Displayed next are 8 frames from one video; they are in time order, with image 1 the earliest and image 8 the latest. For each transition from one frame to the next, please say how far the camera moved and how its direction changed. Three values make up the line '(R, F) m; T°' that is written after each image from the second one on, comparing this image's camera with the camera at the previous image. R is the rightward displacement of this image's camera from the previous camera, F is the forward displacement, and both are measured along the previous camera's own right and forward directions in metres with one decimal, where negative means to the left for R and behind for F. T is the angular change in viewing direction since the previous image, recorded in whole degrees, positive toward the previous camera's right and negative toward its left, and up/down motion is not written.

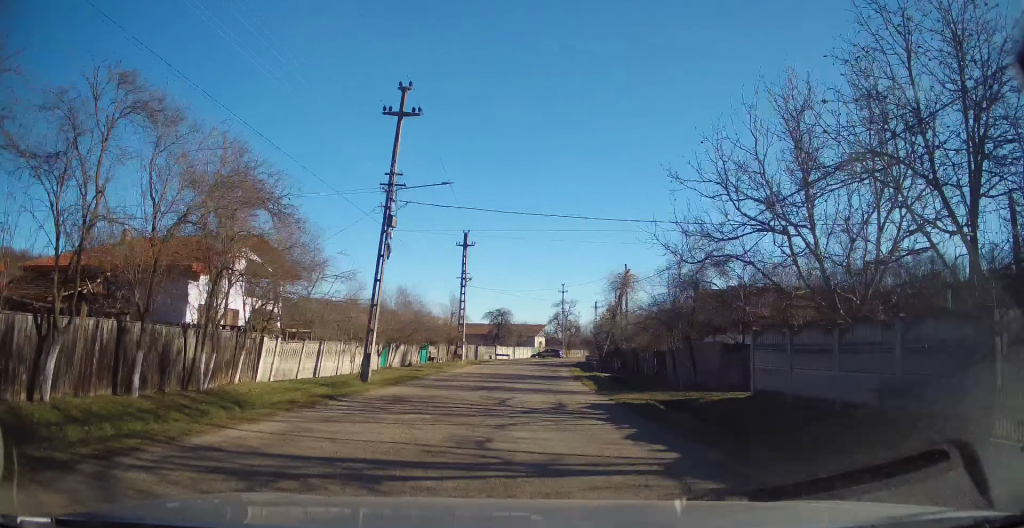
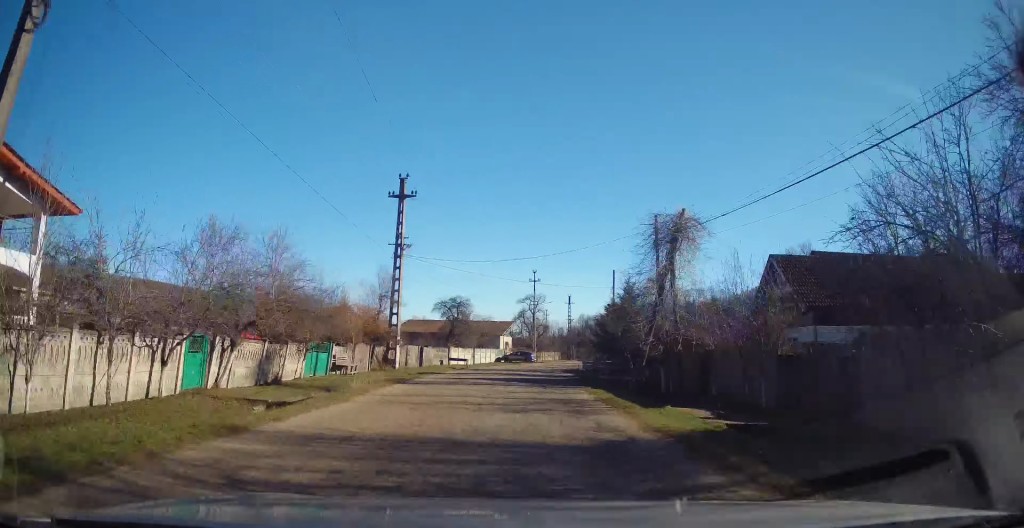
(+0.3, +17.2) m; +3°
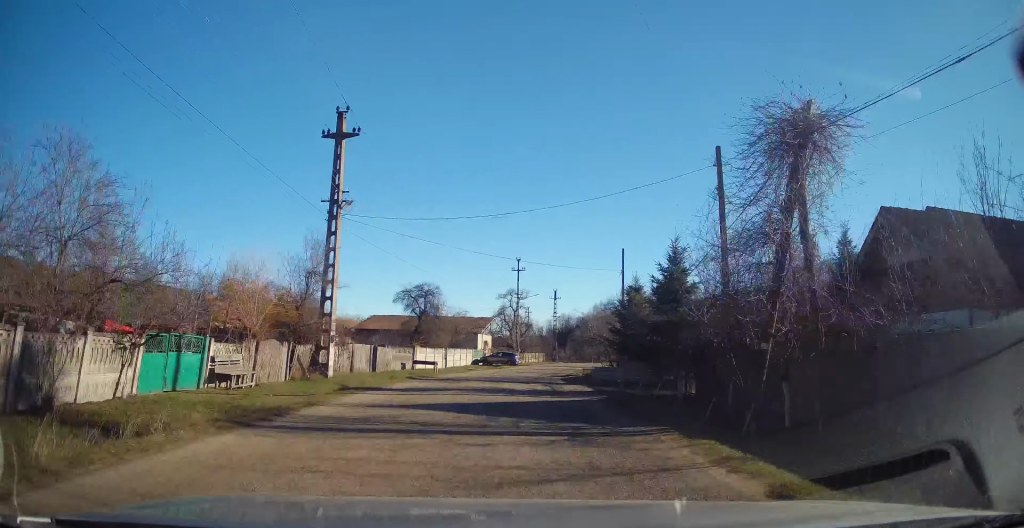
(+0.1, +10.0) m; +3°
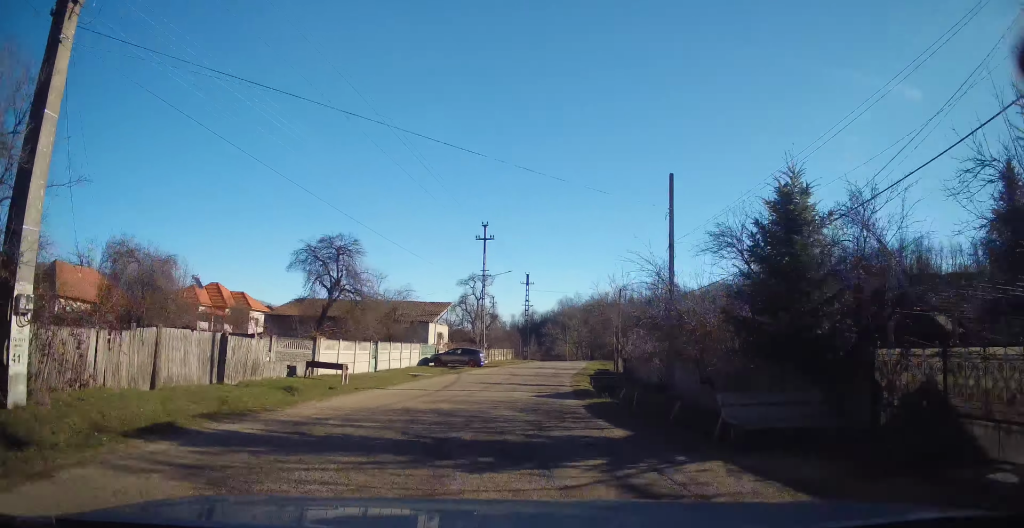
(+0.8, +15.5) m; +6°
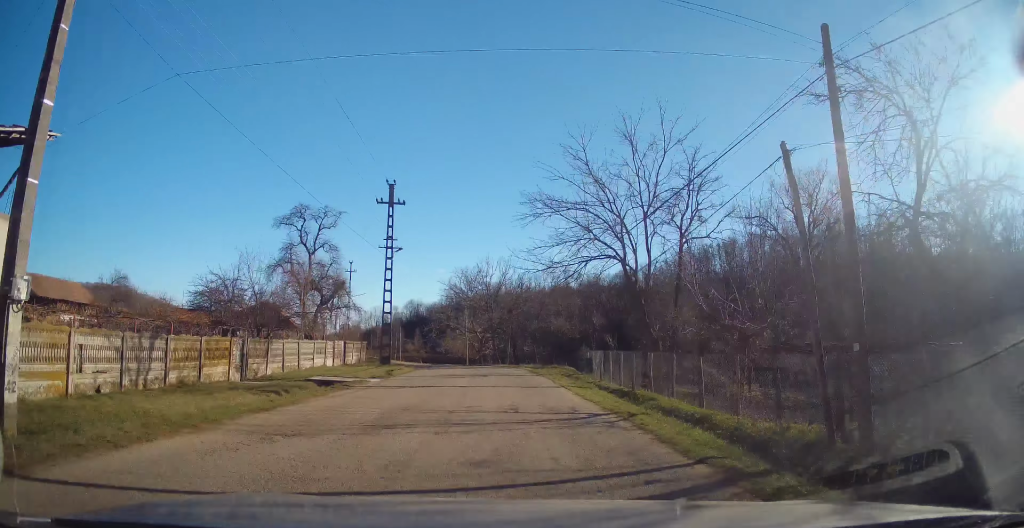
(+3.5, +39.4) m; +9°
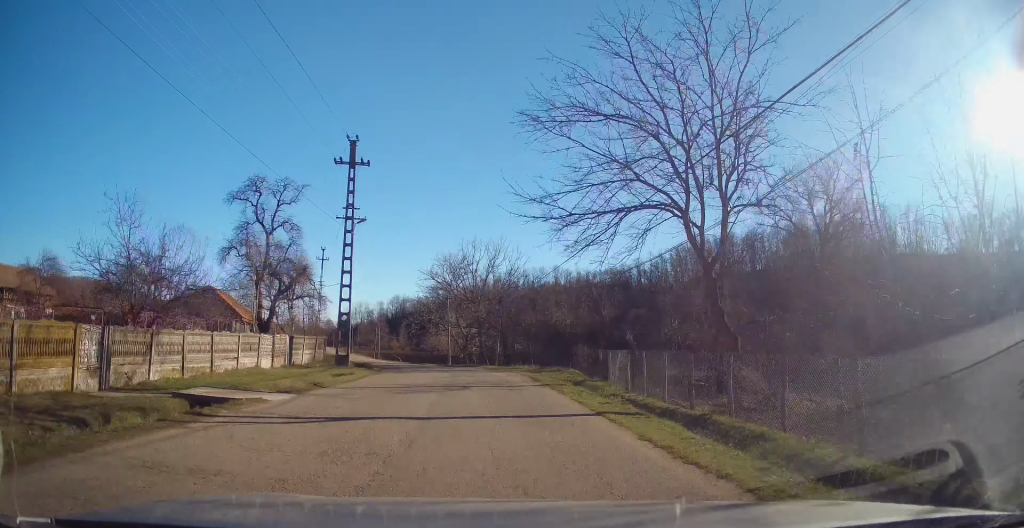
(0.0, +7.4) m; +1°
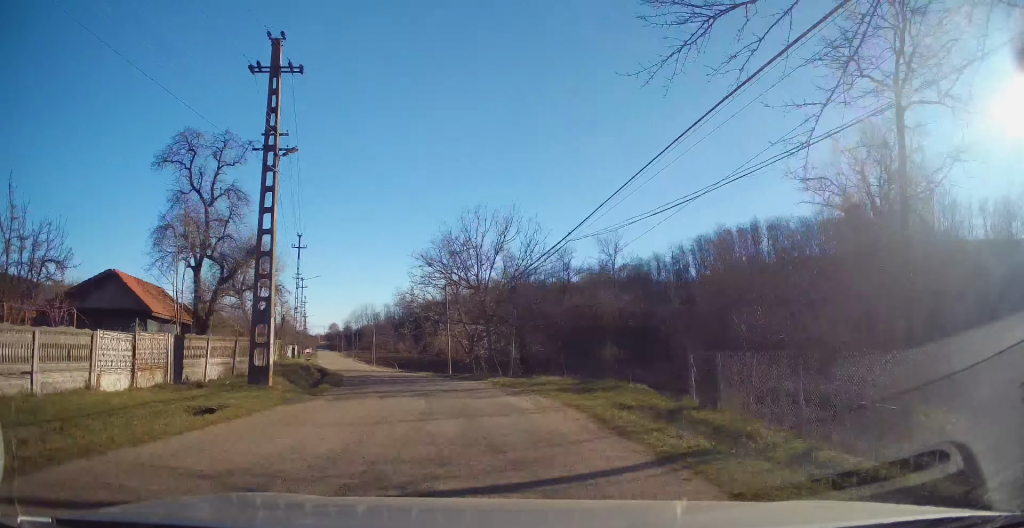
(+0.4, +11.1) m; -2°
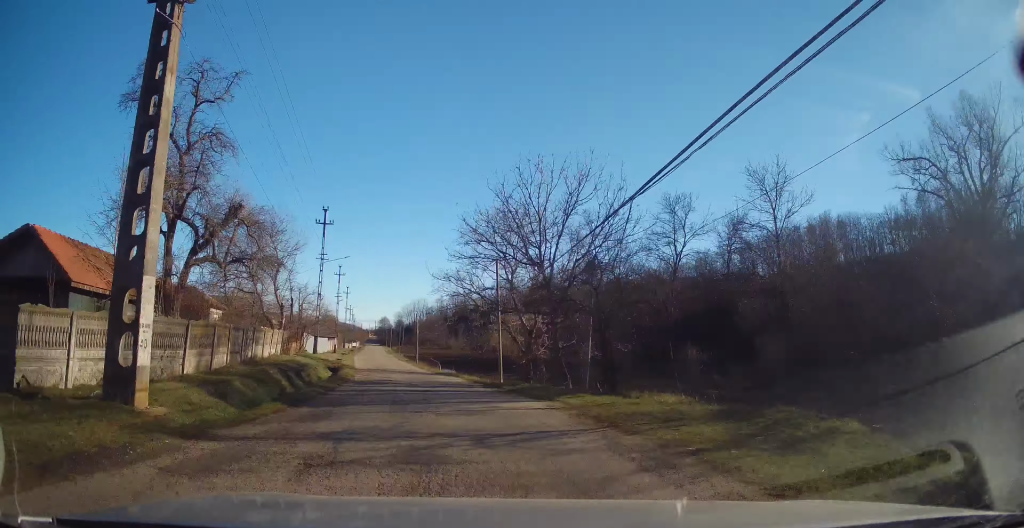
(-0.2, +8.9) m; -3°
